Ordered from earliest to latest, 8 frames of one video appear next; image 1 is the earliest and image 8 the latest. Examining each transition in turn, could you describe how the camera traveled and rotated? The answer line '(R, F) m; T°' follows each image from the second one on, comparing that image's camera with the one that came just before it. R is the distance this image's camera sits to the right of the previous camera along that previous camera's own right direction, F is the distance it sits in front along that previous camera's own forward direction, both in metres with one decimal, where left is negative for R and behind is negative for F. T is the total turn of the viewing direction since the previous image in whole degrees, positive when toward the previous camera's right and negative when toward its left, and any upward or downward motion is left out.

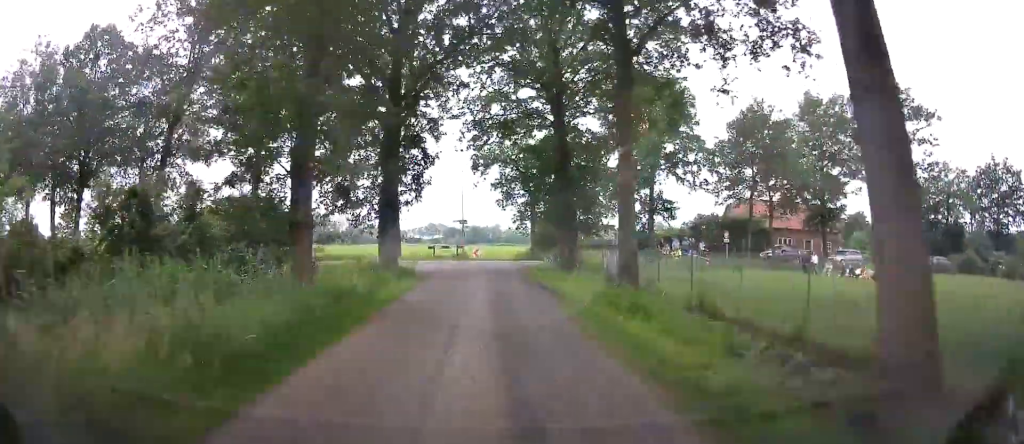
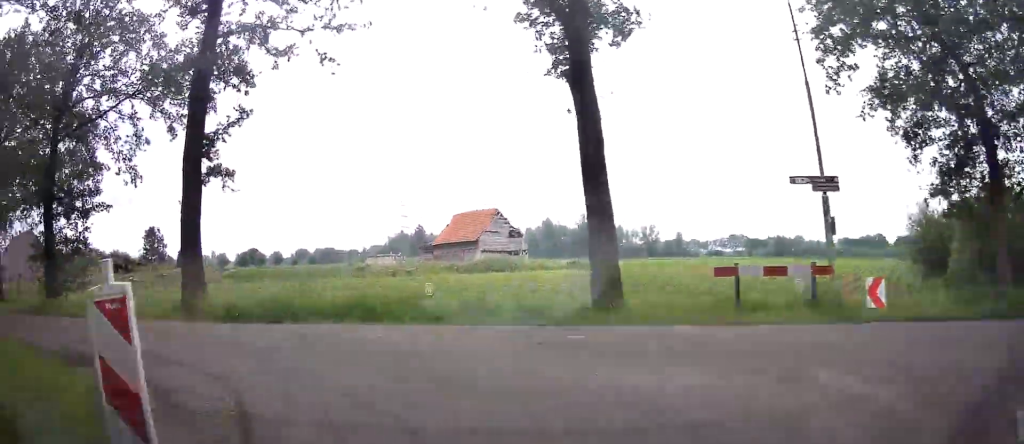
(-4.2, +33.8) m; -29°
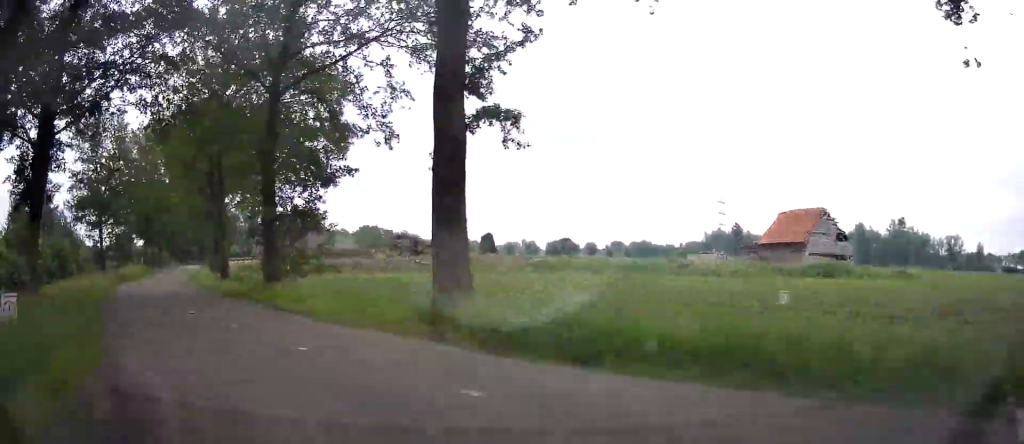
(-0.1, +6.2) m; -23°
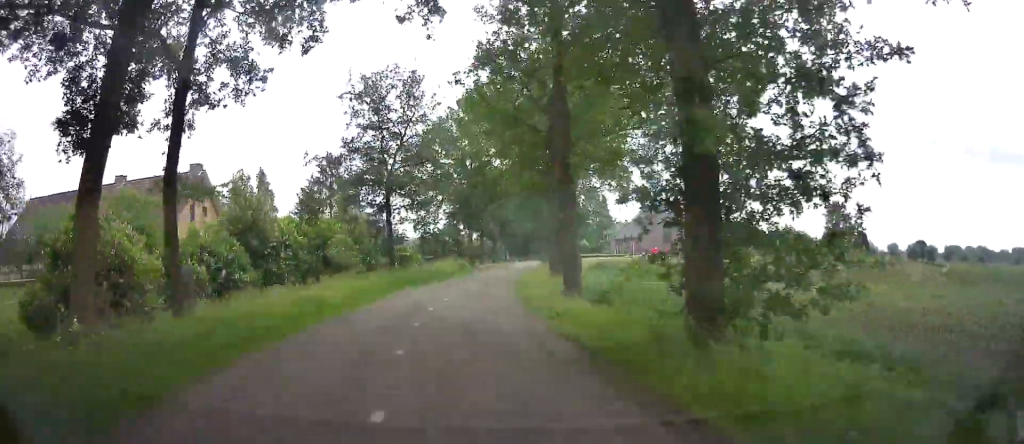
(-5.0, +10.3) m; -31°
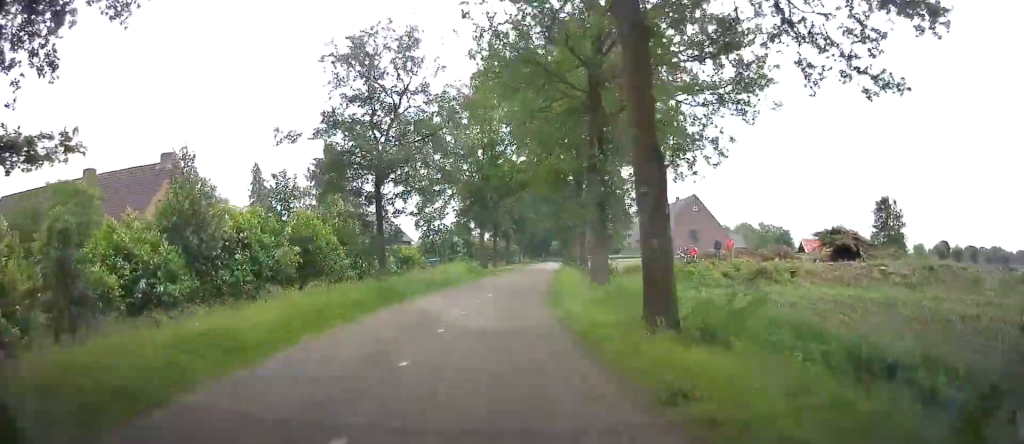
(-0.2, +6.5) m; -2°
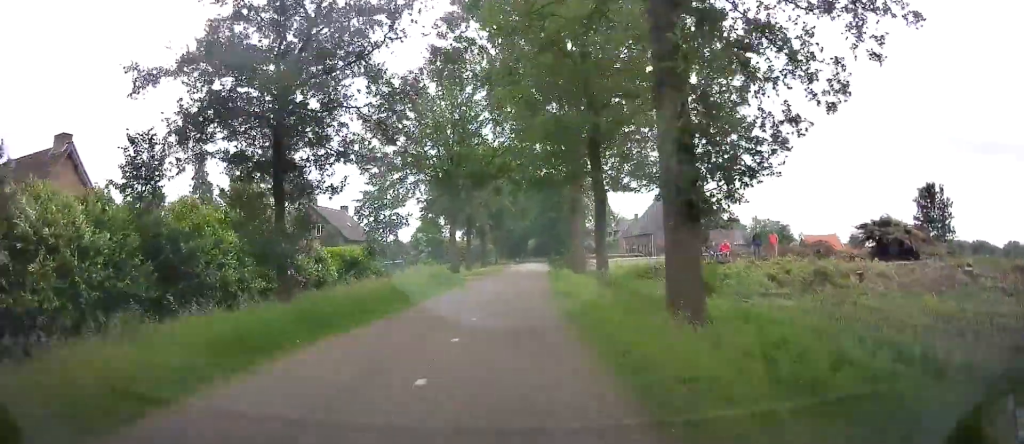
(-0.1, +8.6) m; -1°
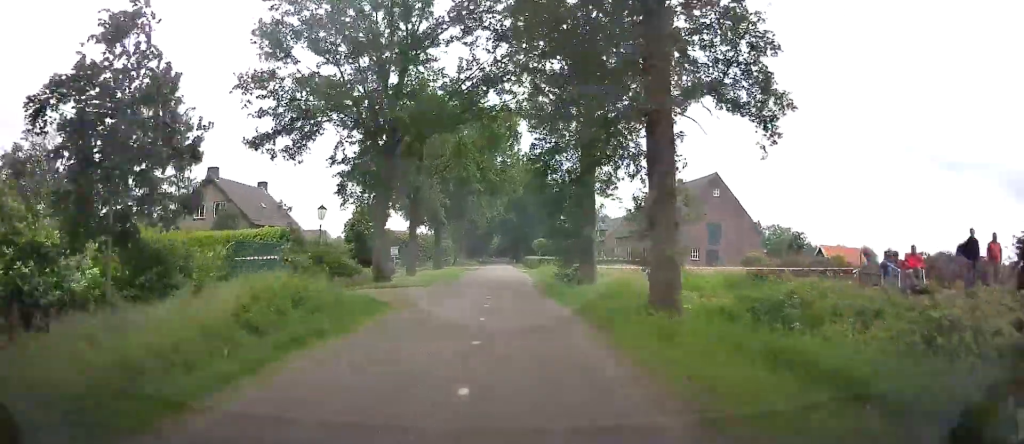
(0.0, +16.8) m; +2°
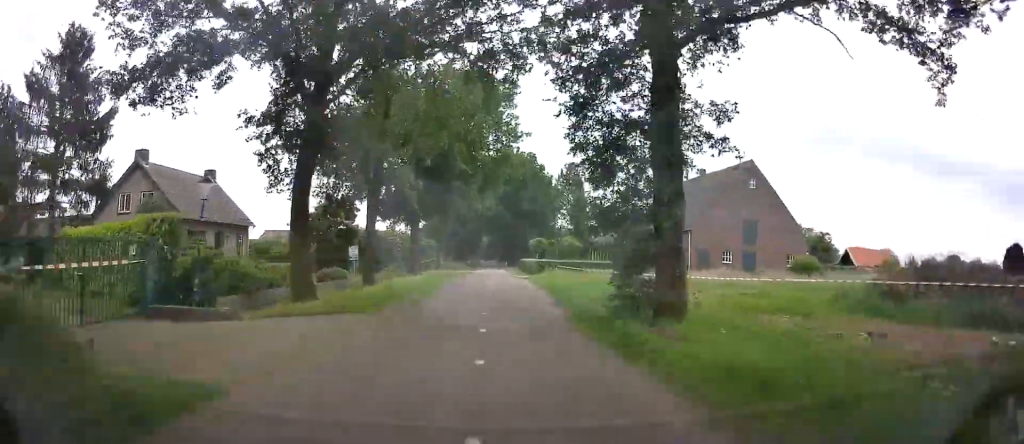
(+0.4, +10.0) m; 0°
